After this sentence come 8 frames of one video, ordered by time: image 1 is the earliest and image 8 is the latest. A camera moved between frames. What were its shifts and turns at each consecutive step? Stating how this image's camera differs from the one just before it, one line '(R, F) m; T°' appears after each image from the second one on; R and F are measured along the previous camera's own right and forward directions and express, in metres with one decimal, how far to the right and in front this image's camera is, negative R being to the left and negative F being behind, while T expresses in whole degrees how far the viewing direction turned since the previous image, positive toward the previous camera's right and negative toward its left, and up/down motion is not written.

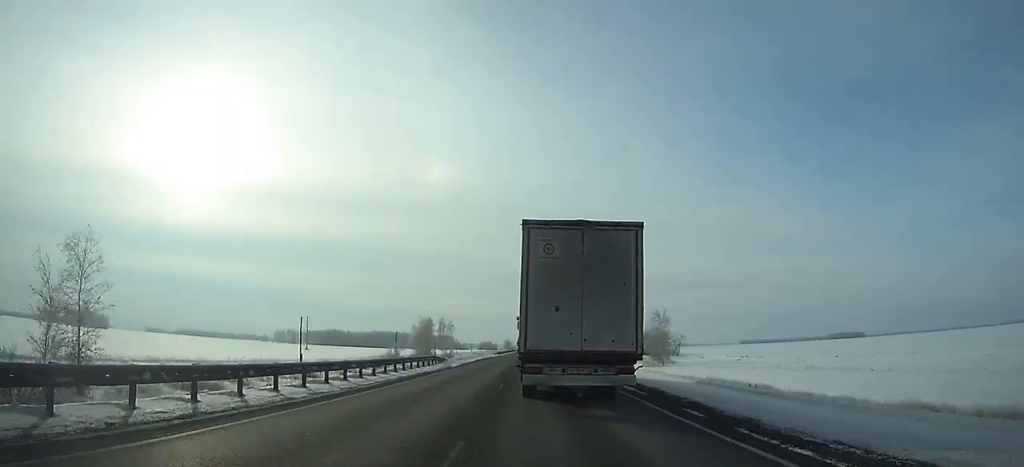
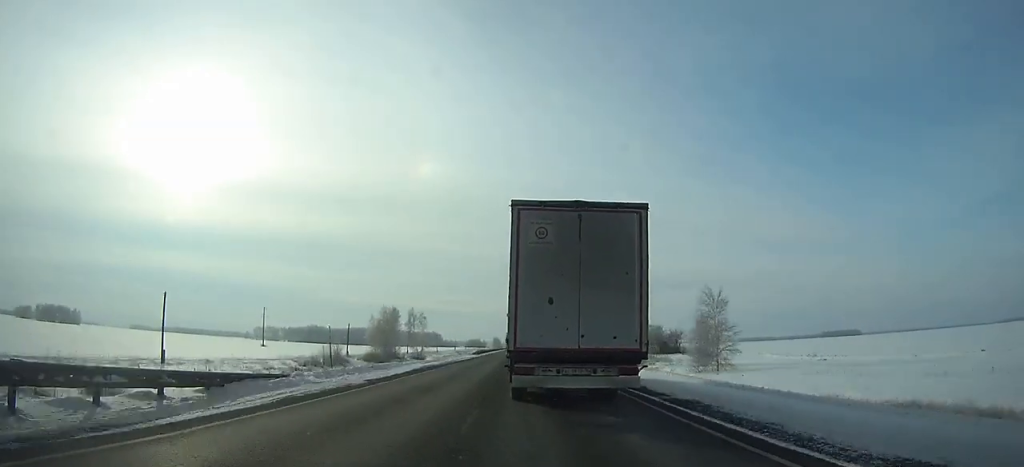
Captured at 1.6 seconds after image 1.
(+0.1, +31.1) m; 0°
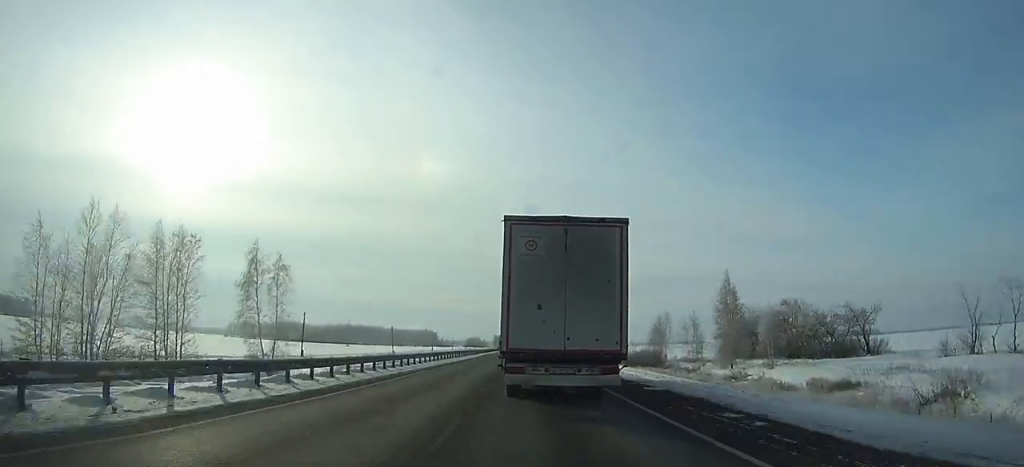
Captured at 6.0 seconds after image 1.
(+0.2, +84.9) m; 0°
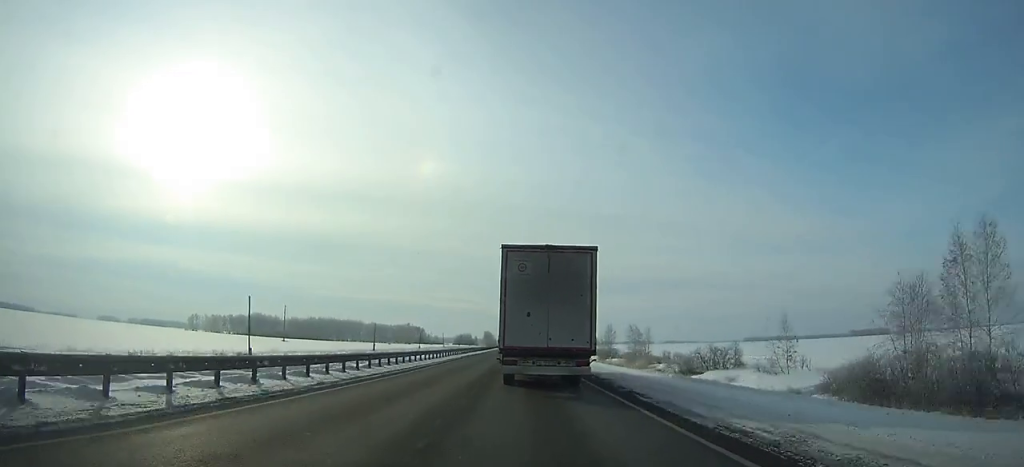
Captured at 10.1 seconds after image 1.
(+0.1, +79.2) m; 0°
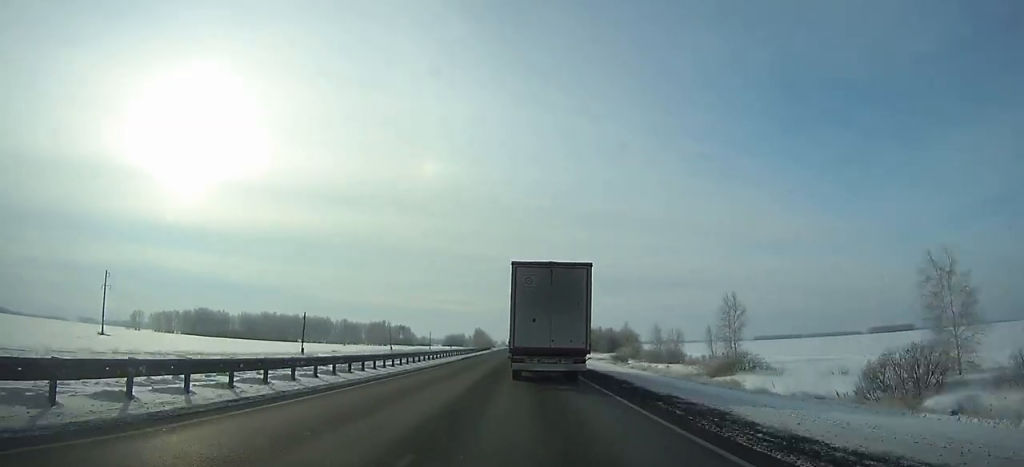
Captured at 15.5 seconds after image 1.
(-0.3, +106.7) m; 0°
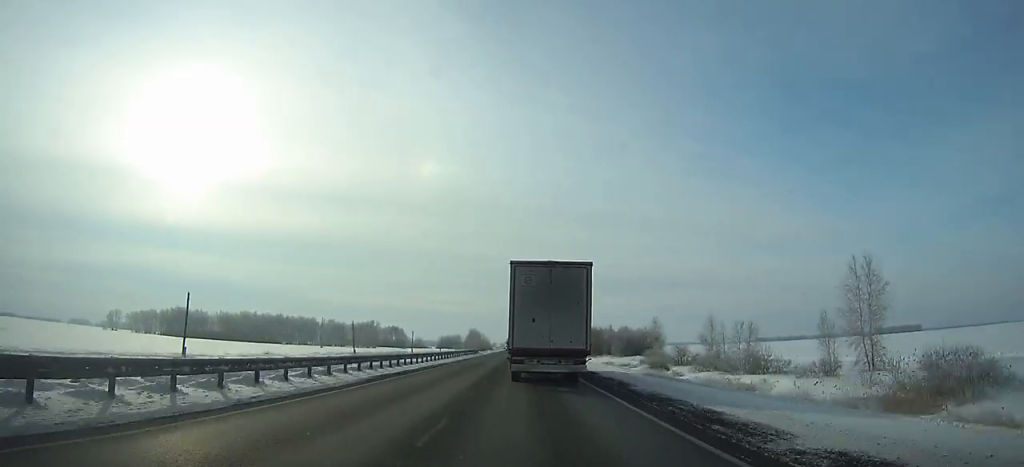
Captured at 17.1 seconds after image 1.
(0.0, +32.0) m; 0°
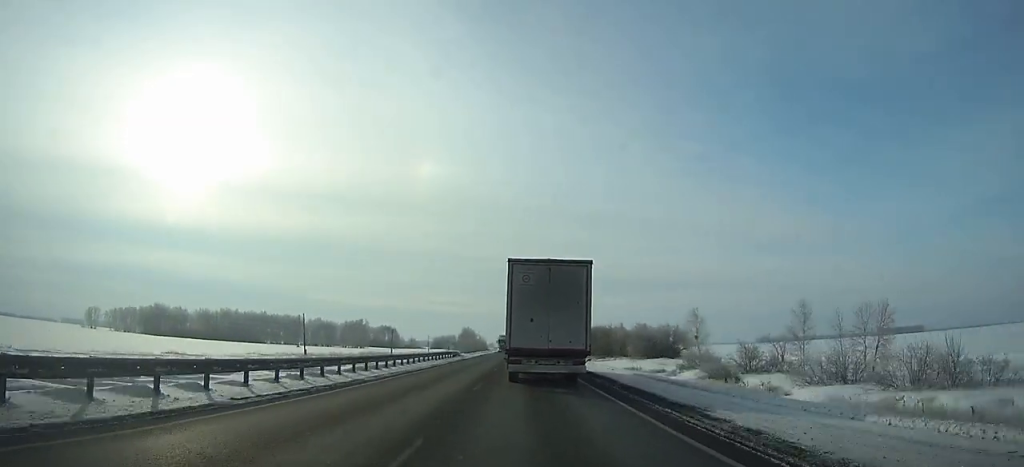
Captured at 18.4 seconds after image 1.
(+0.1, +26.1) m; 0°
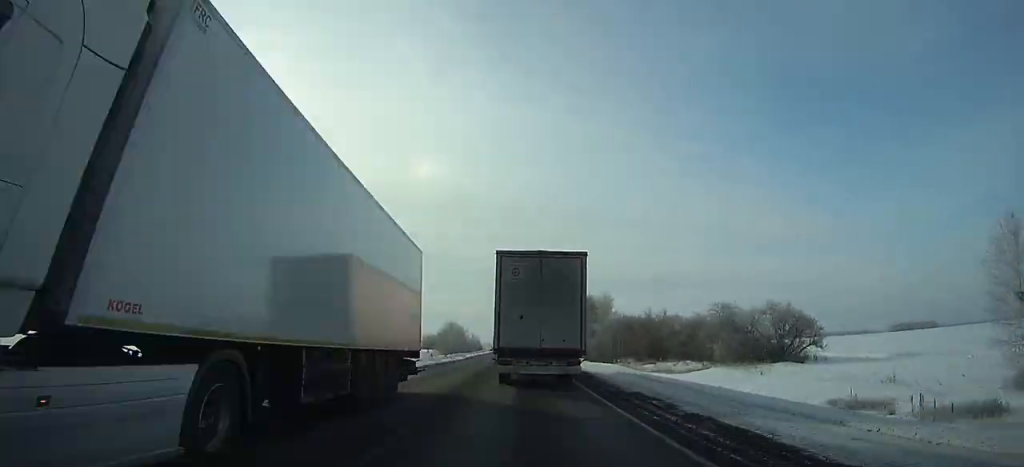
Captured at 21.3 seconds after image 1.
(-0.1, +58.1) m; 0°
